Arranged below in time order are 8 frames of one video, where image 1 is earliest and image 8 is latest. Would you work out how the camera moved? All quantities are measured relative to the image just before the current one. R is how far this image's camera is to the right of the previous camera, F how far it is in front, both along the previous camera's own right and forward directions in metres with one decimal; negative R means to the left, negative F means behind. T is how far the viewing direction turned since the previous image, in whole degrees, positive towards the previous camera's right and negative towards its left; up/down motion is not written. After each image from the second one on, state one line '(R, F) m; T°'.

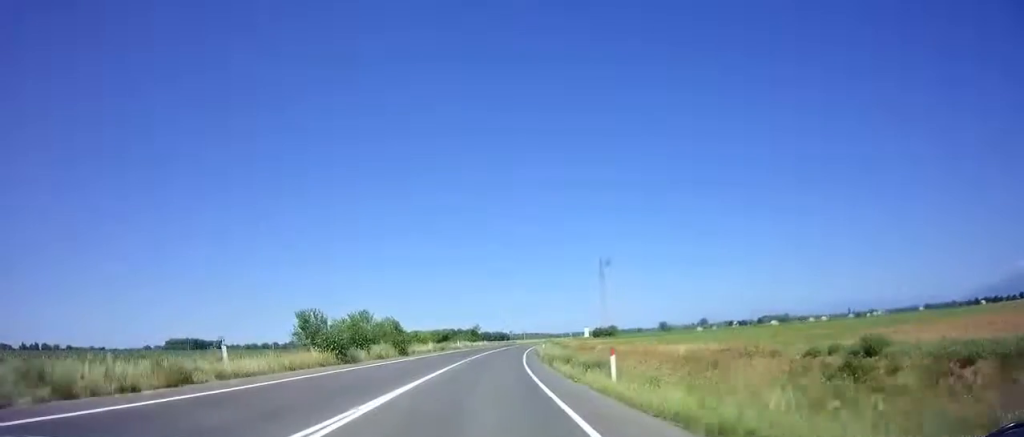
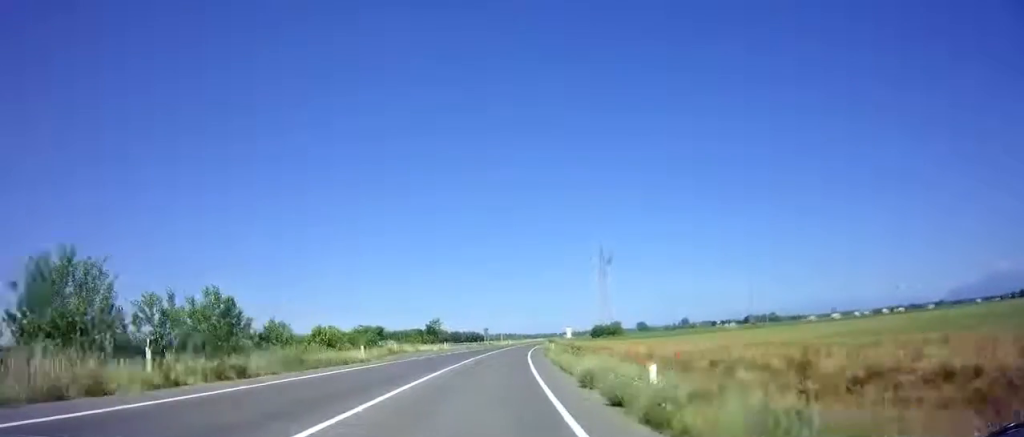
(+1.1, +39.3) m; +3°
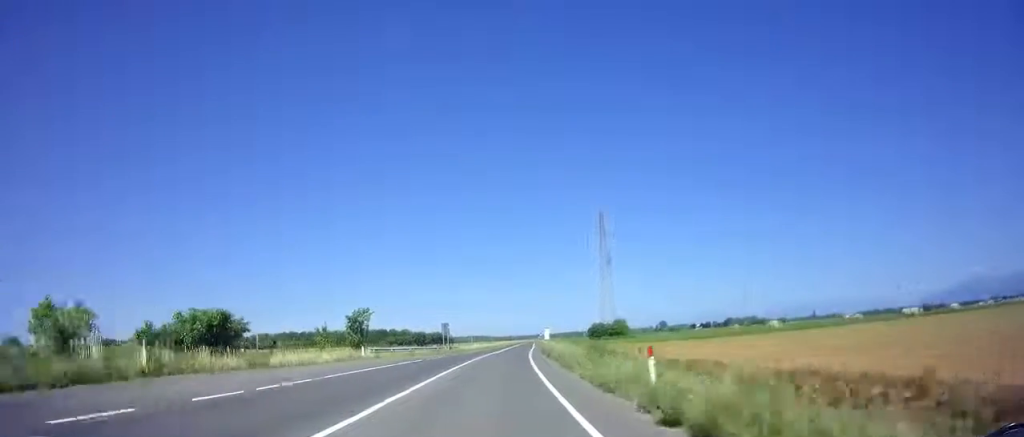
(+0.4, +32.9) m; +2°
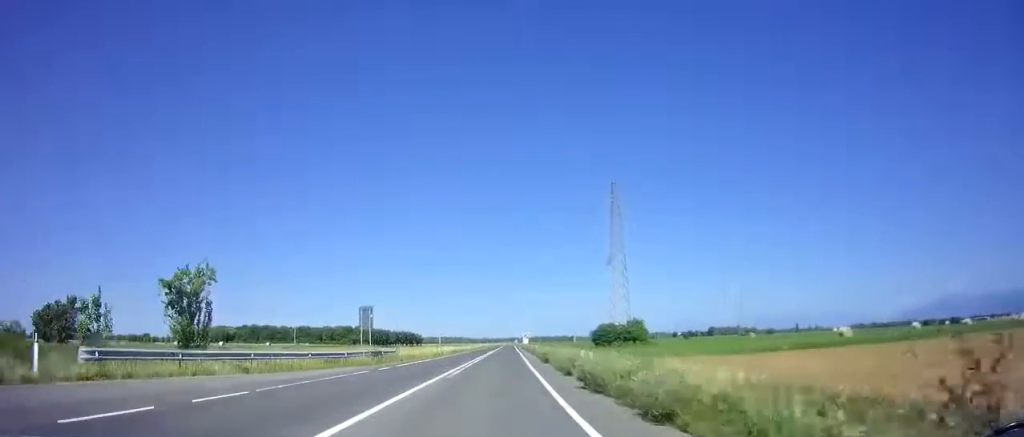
(+0.6, +27.6) m; +3°
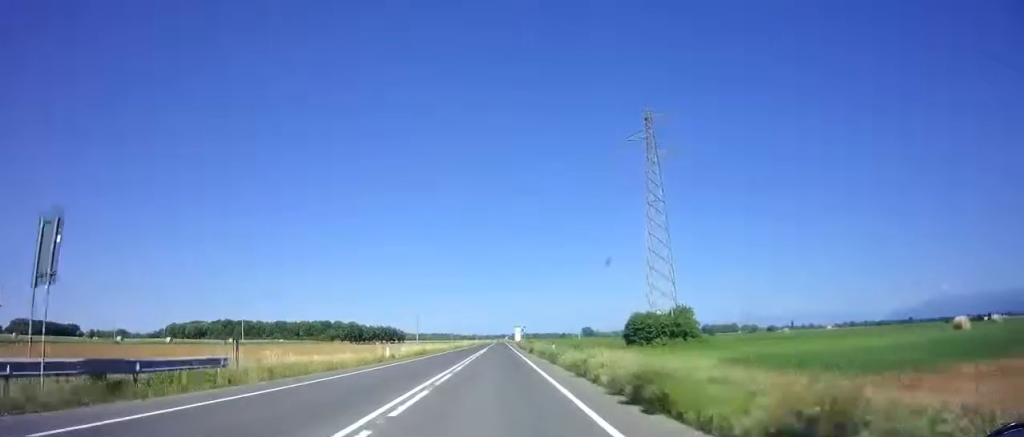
(+0.4, +23.1) m; 0°
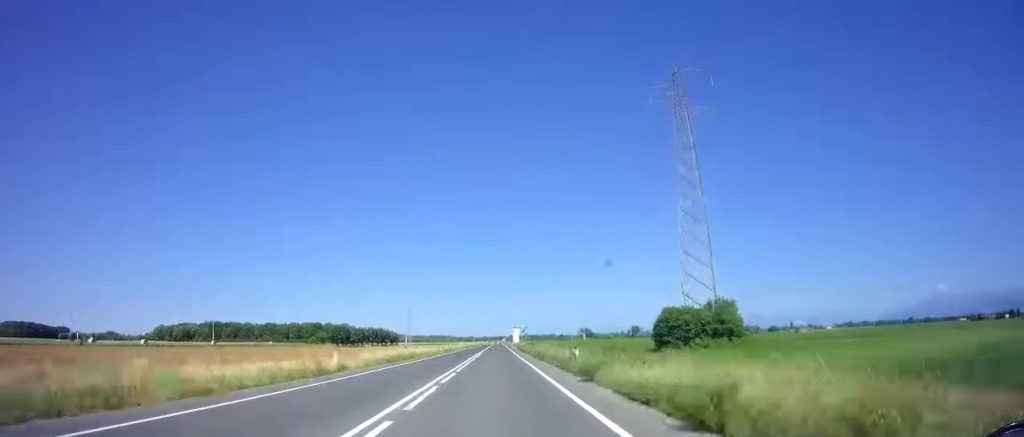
(-0.1, +10.8) m; 0°
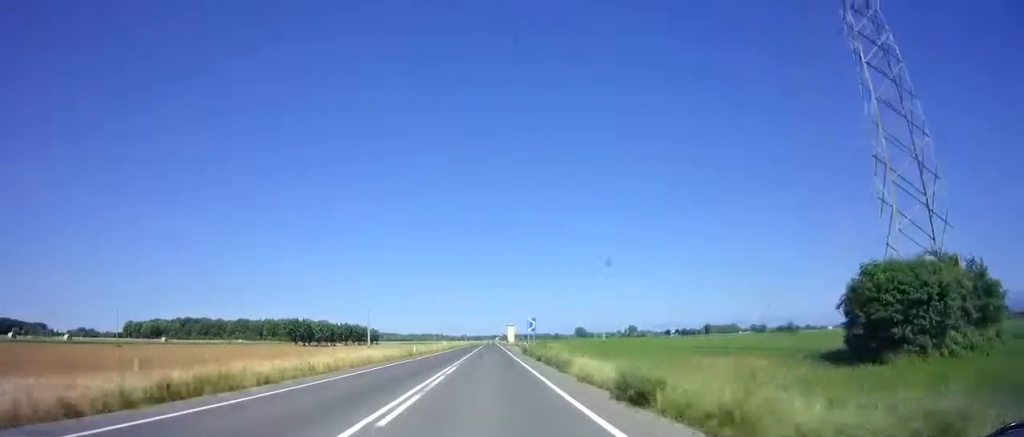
(-0.1, +26.4) m; 0°
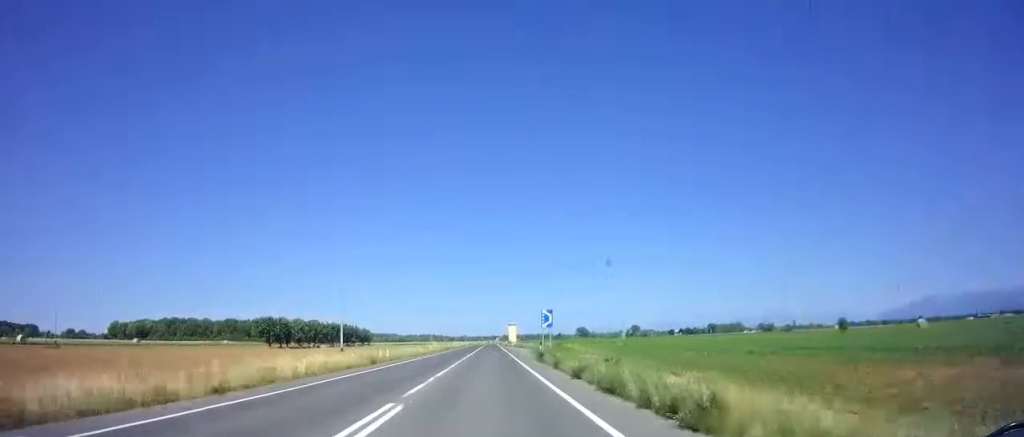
(+0.2, +14.0) m; 0°
